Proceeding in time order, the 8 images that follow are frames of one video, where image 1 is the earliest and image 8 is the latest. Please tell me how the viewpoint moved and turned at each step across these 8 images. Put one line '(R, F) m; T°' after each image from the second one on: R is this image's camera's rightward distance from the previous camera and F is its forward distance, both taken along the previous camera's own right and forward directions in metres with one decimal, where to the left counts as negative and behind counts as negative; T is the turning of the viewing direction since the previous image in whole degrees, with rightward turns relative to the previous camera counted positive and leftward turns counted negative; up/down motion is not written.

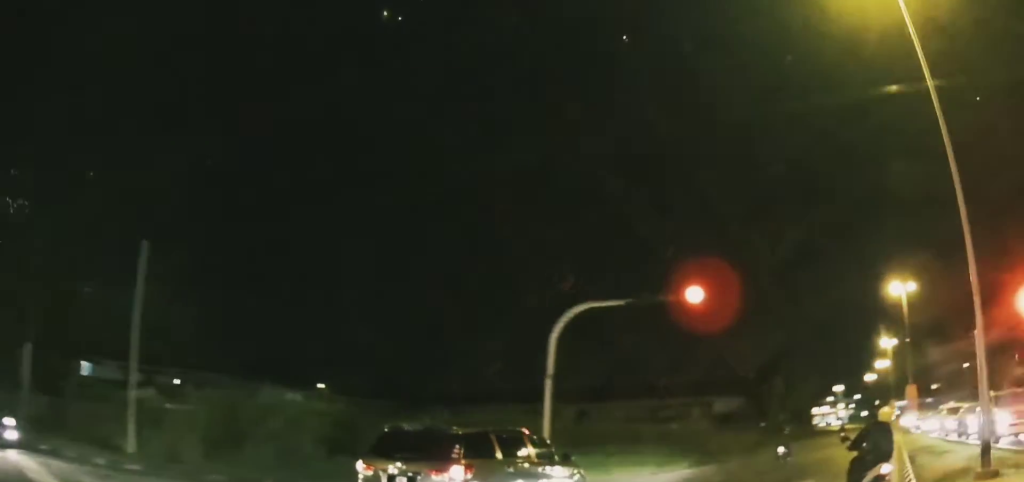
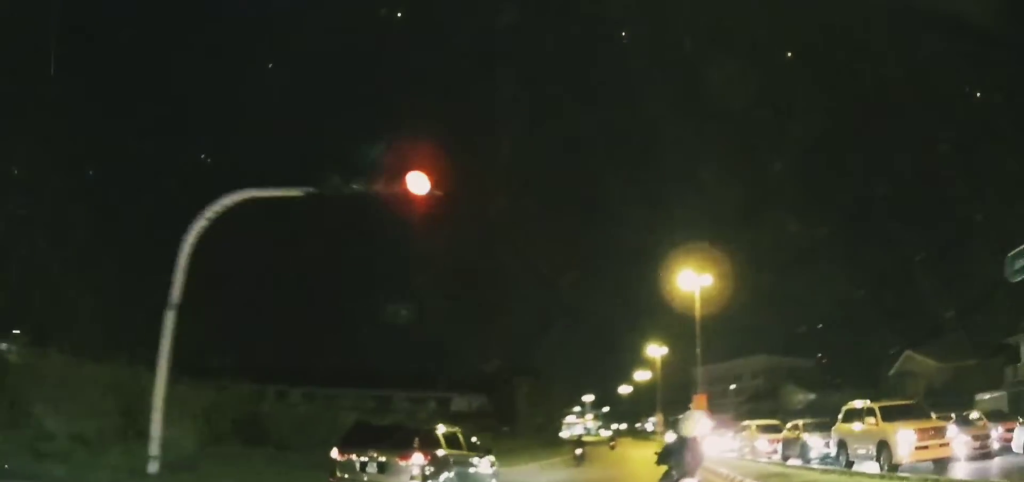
(+1.8, +8.2) m; +25°
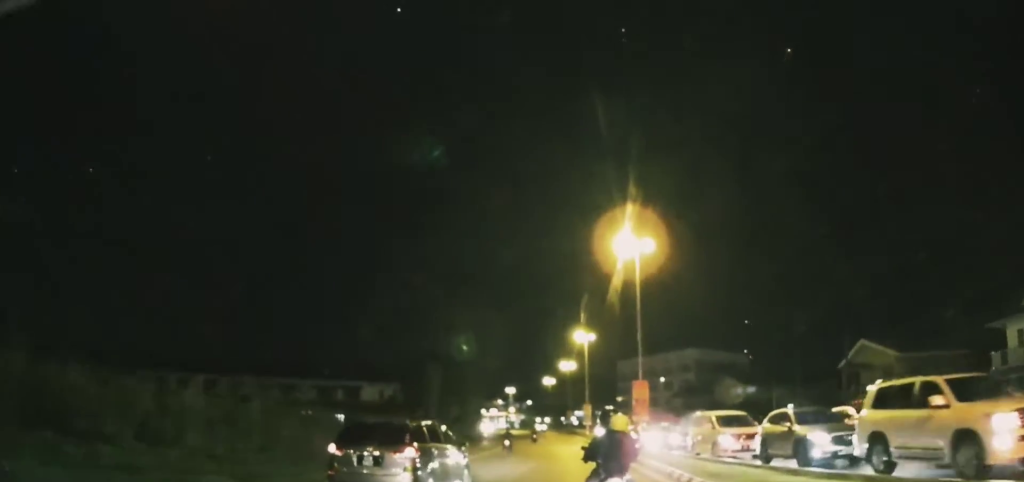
(+0.8, +5.8) m; +9°
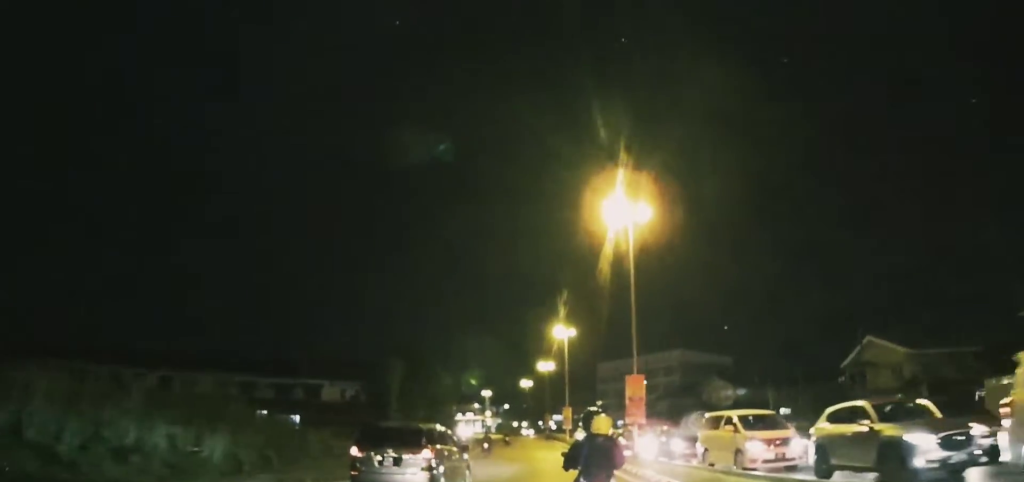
(+0.1, +5.6) m; 0°
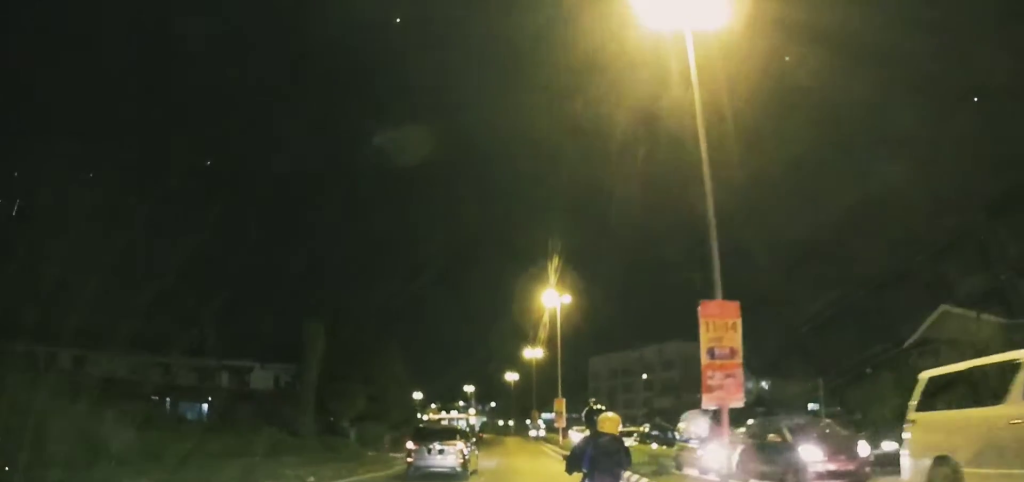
(-0.1, +14.3) m; -1°
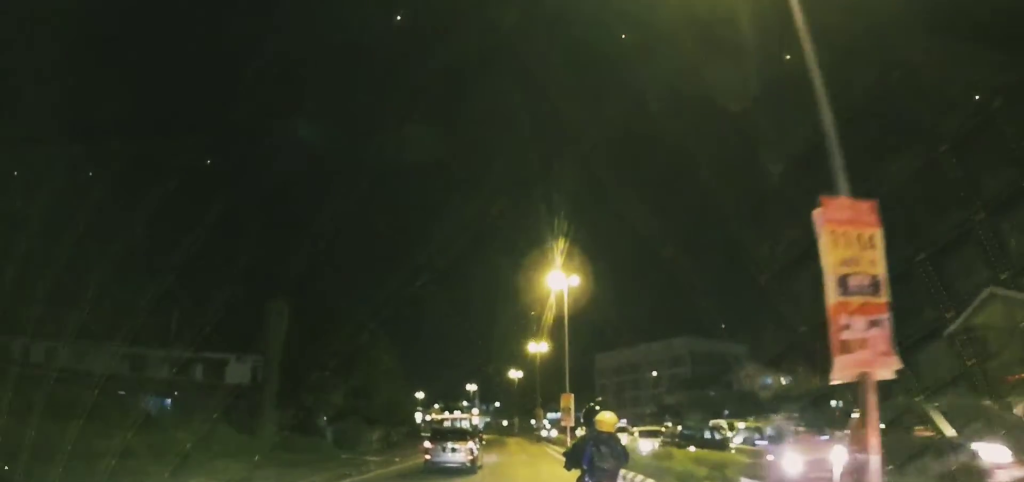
(0.0, +5.2) m; 0°
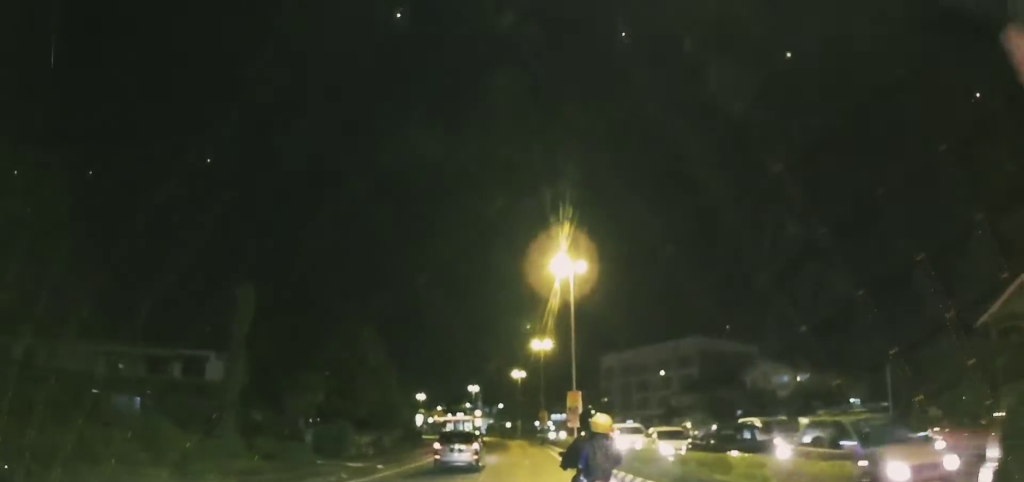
(0.0, +3.6) m; 0°
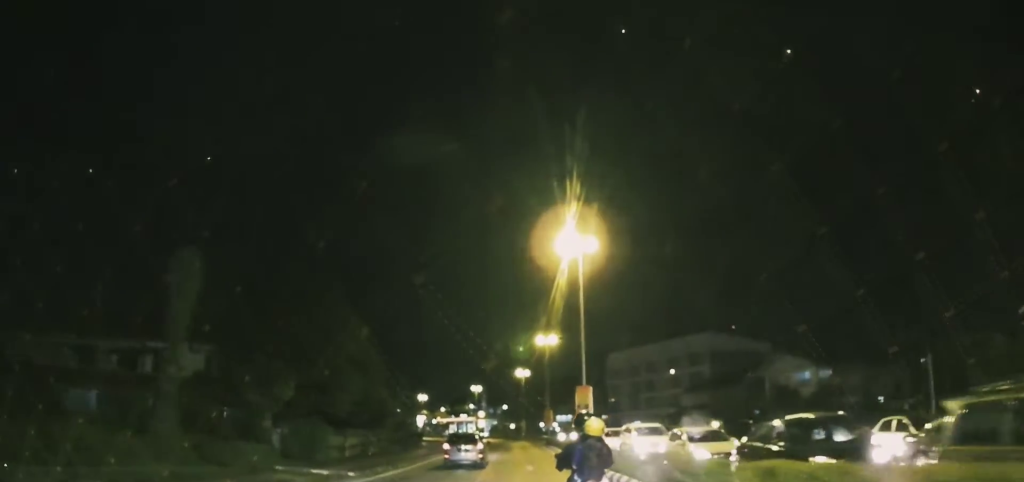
(0.0, +4.4) m; 0°
